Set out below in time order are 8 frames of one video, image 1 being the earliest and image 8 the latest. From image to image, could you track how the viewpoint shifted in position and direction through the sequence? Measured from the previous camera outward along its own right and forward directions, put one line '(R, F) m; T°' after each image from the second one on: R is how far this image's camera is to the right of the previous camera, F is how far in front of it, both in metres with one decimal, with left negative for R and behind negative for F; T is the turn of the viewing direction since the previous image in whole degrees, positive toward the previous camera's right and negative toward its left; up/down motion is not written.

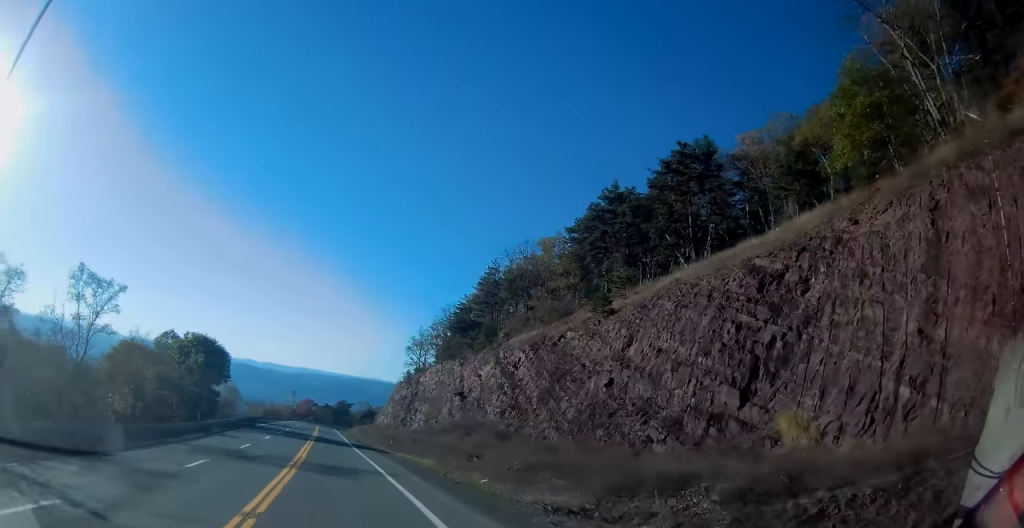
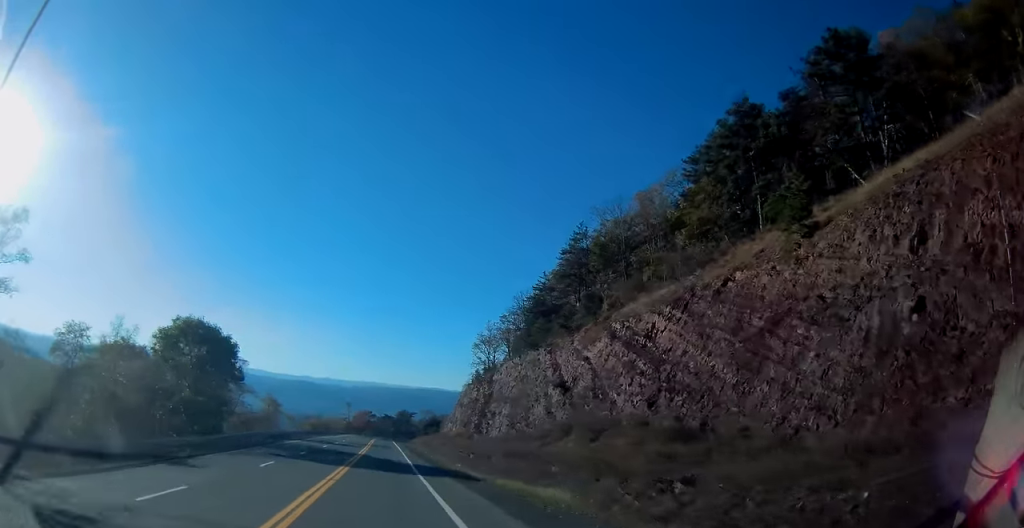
(-1.4, +18.3) m; -8°
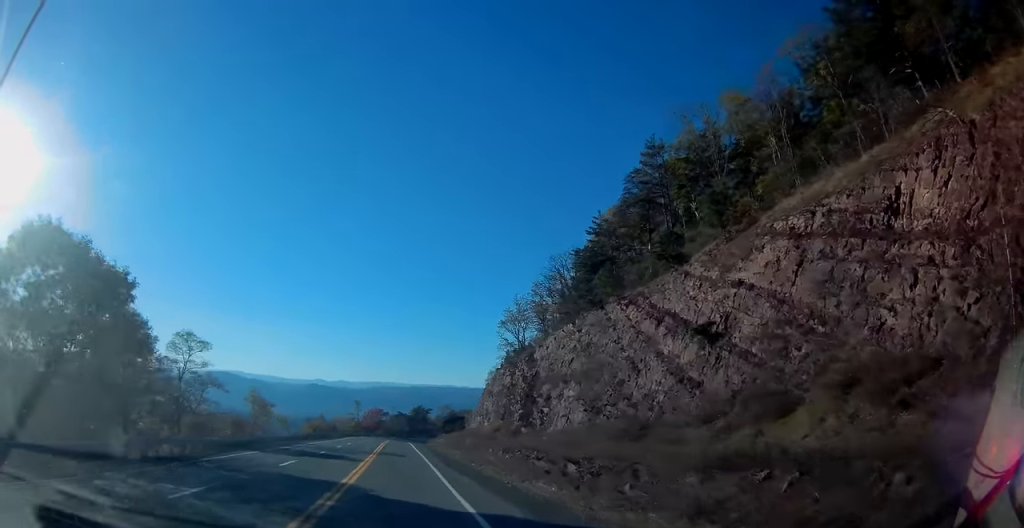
(-1.3, +22.8) m; -4°
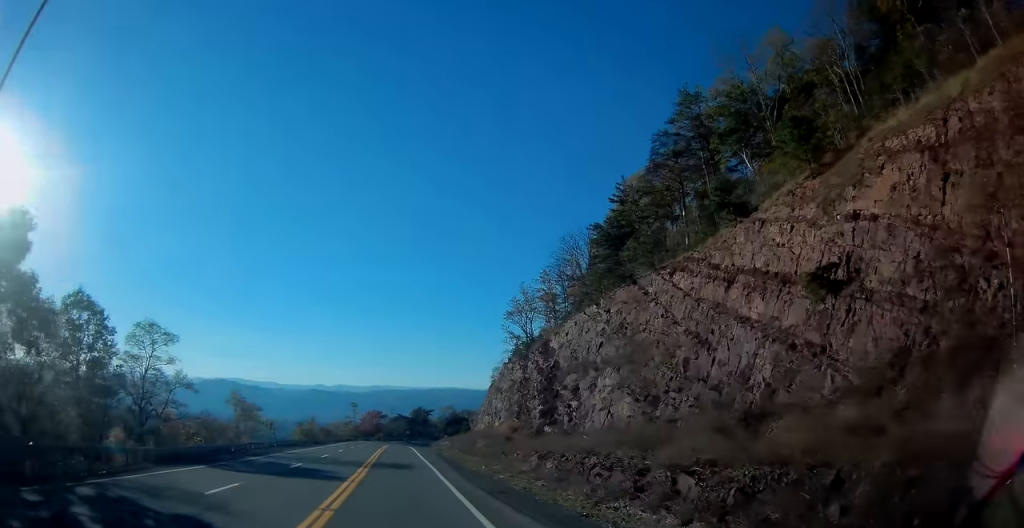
(0.0, +9.8) m; 0°
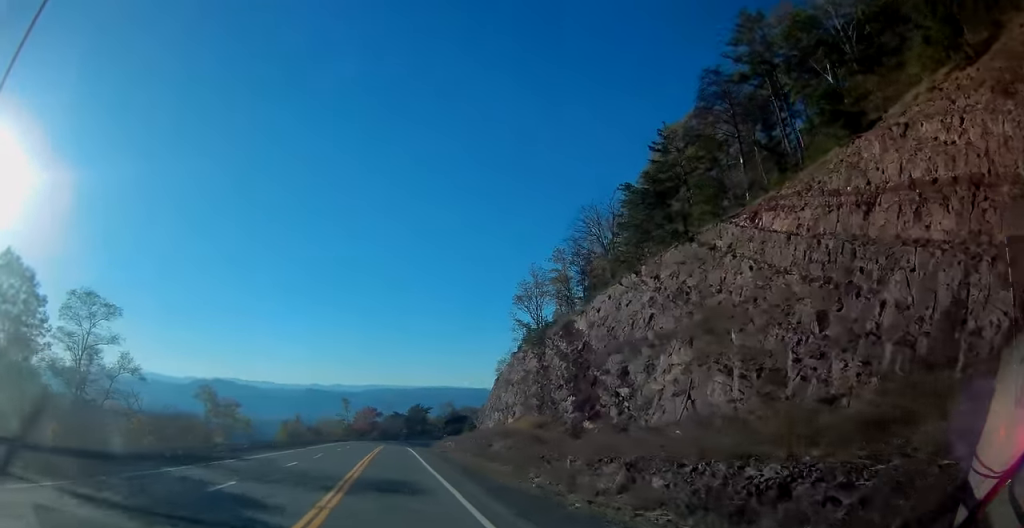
(0.0, +11.9) m; 0°
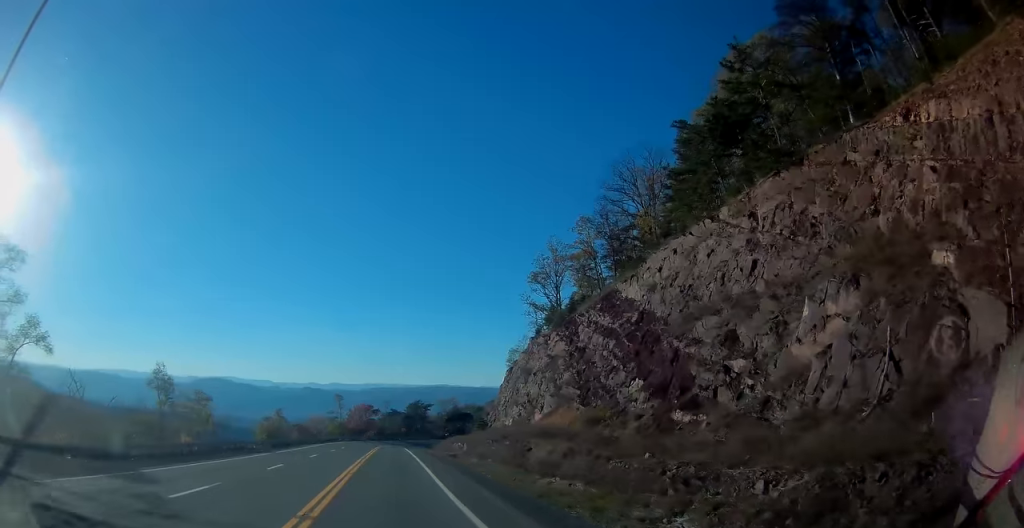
(-0.1, +14.0) m; 0°
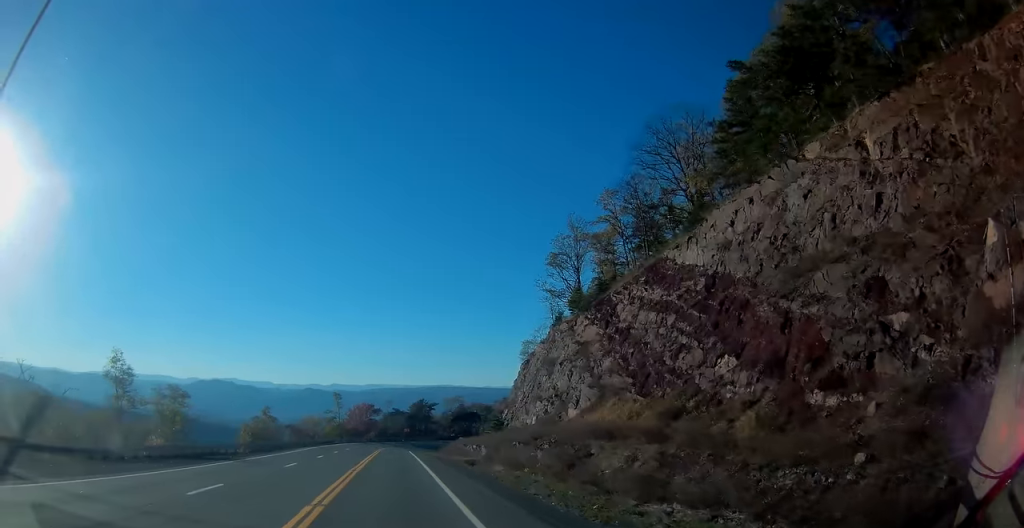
(0.0, +10.0) m; 0°
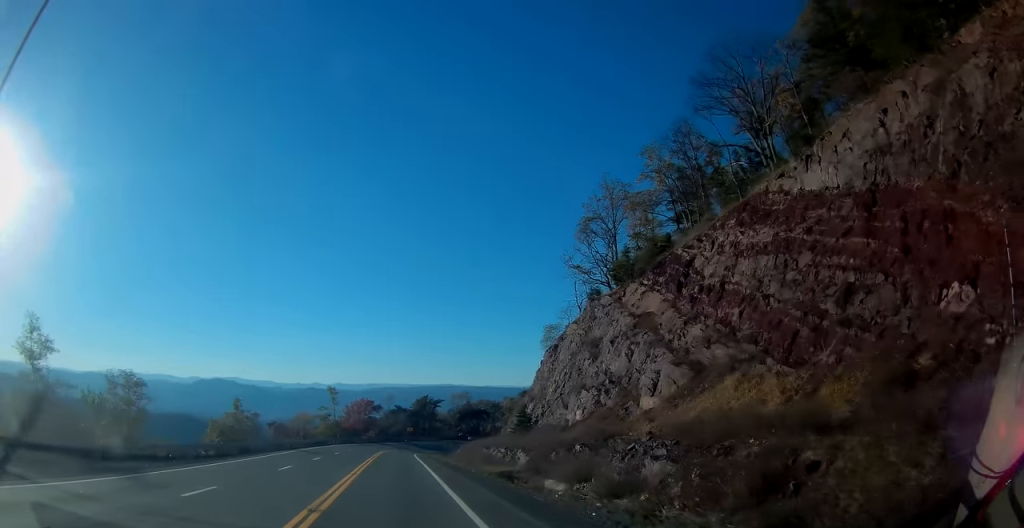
(0.0, +13.5) m; 0°
